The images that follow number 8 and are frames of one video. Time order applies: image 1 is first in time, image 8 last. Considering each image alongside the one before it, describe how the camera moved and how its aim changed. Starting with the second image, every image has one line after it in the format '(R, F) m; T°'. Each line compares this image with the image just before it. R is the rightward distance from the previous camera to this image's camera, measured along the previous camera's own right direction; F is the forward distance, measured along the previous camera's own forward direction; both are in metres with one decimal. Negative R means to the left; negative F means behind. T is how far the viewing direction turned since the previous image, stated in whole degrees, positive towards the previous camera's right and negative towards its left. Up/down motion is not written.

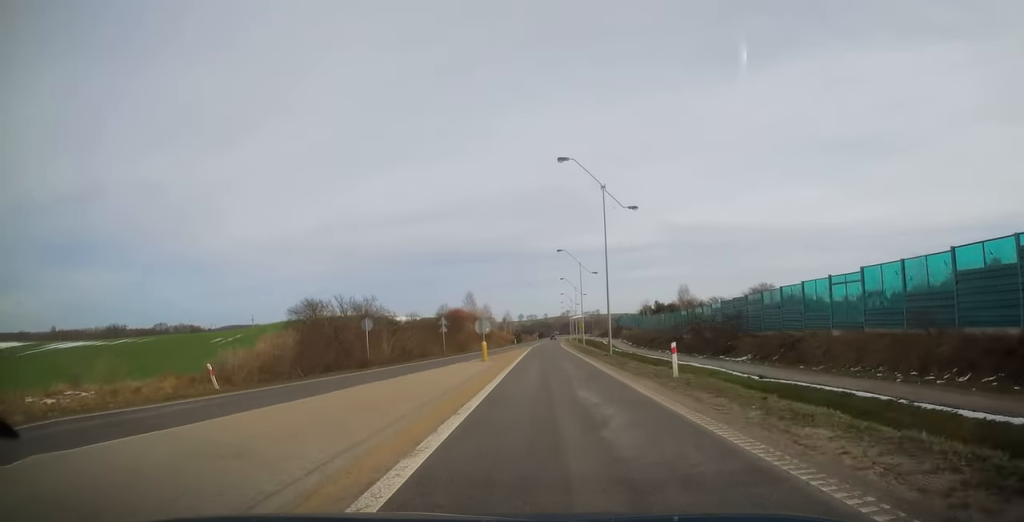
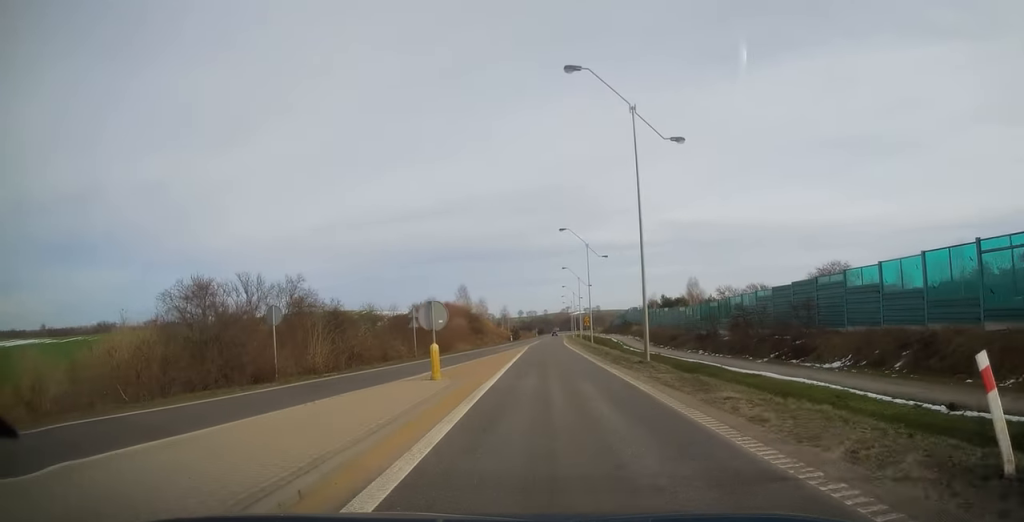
(0.0, +12.8) m; 0°
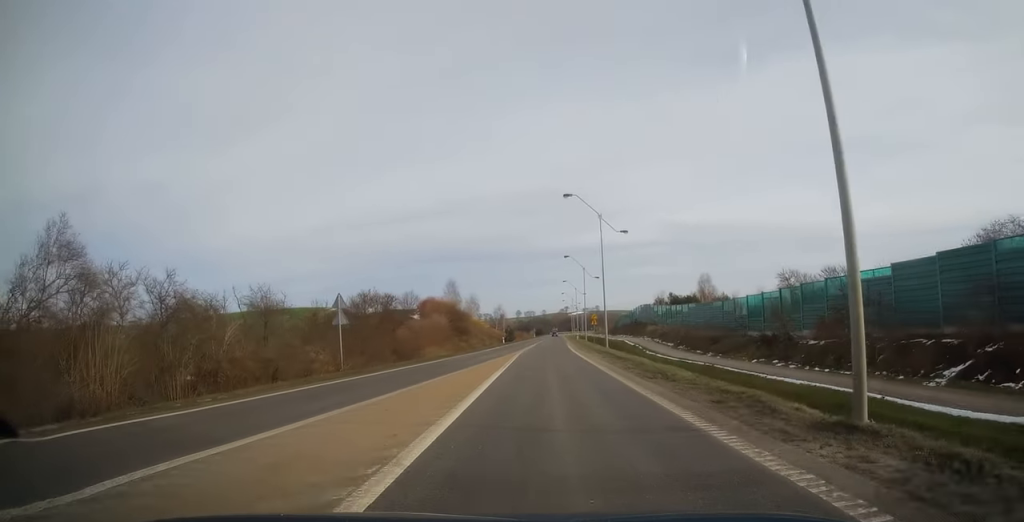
(+0.1, +16.0) m; 0°
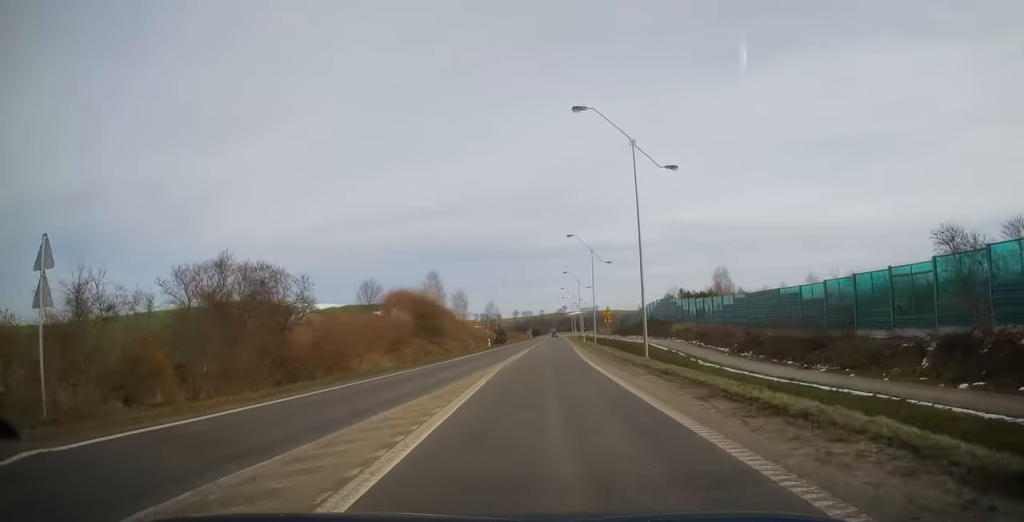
(-0.2, +18.9) m; 0°
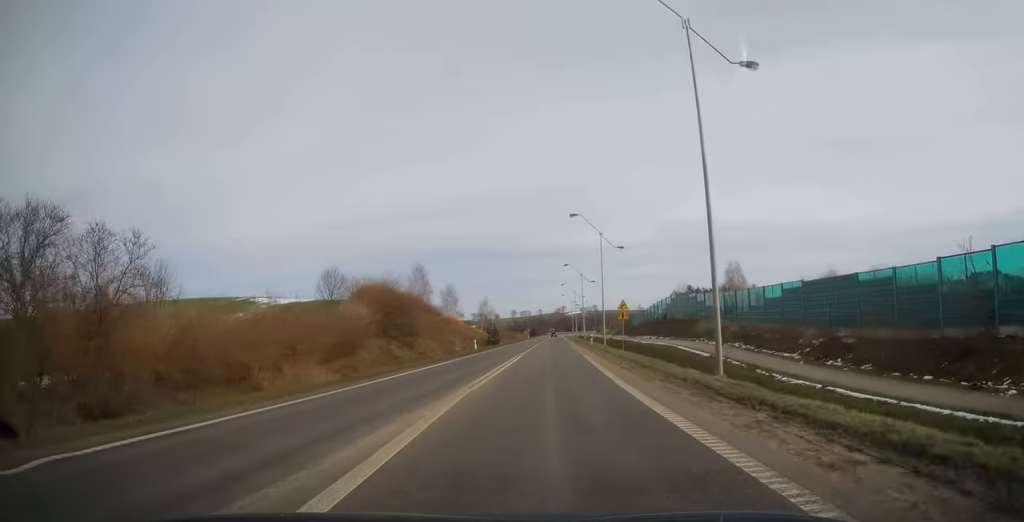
(0.0, +12.0) m; 0°
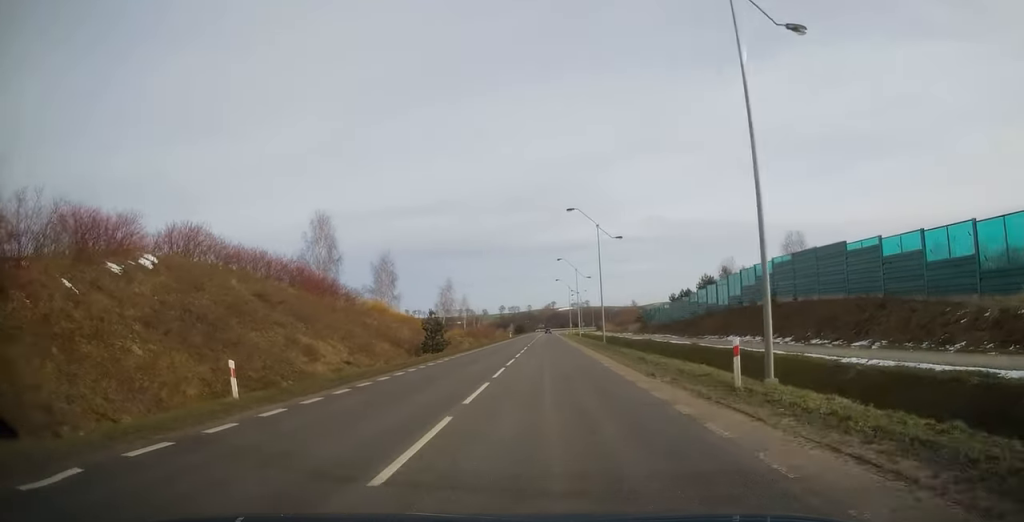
(+0.9, +42.3) m; +1°
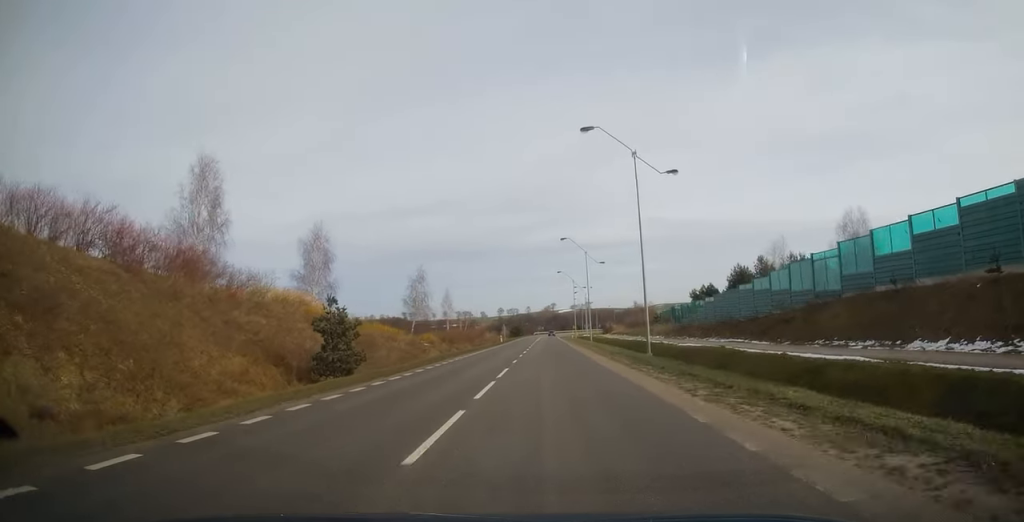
(-0.4, +23.0) m; 0°
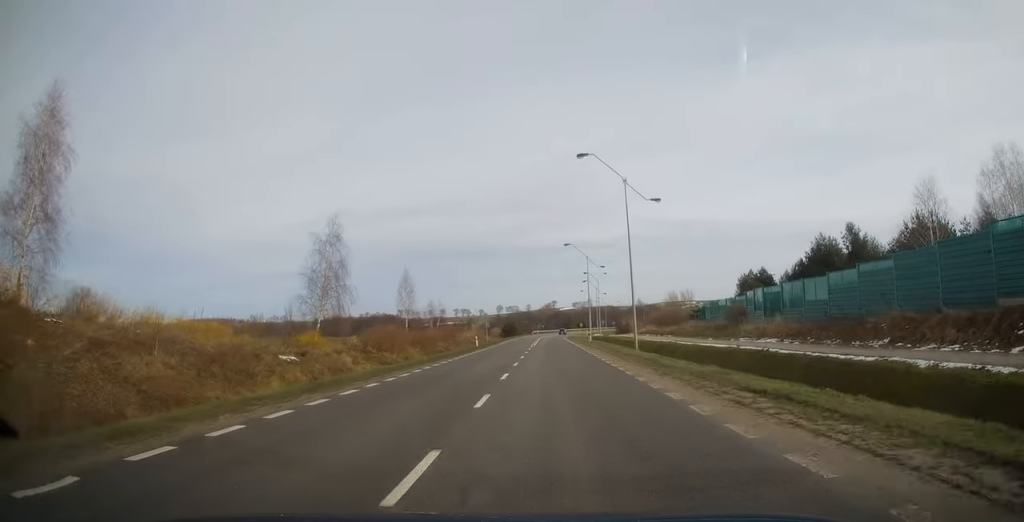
(+0.6, +33.6) m; +1°
